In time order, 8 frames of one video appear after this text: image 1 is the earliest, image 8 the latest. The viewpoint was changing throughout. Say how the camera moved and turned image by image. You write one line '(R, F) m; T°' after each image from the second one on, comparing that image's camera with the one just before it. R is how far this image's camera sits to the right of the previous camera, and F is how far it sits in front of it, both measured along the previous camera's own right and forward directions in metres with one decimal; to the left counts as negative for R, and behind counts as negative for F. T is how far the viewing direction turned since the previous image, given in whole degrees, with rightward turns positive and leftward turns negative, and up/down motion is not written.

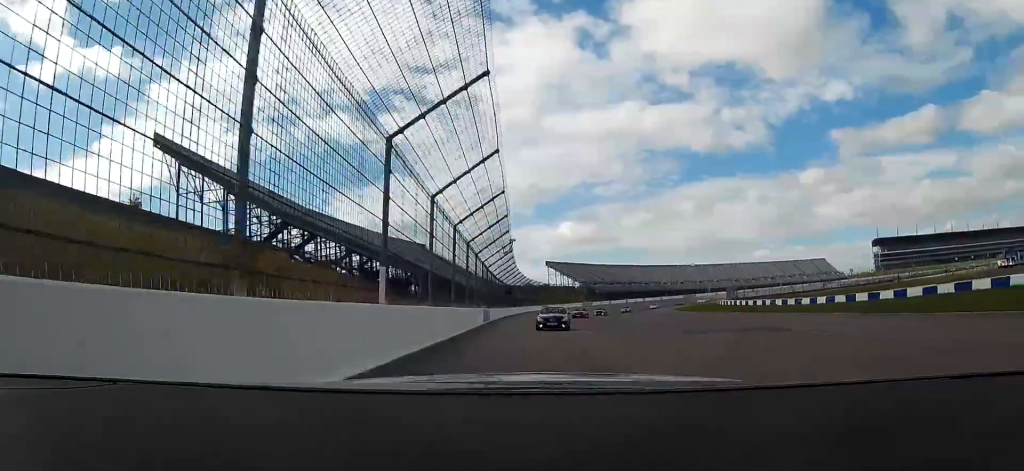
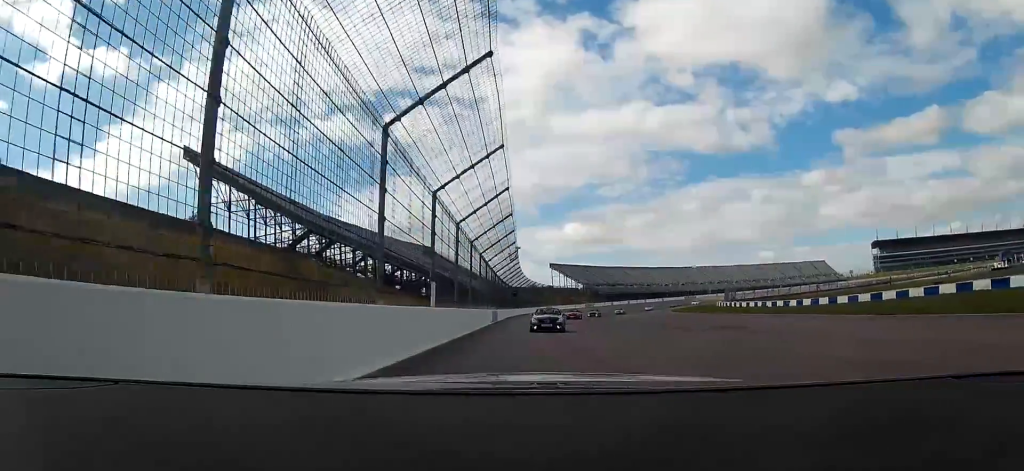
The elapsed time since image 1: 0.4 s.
(+0.1, +6.7) m; +1°
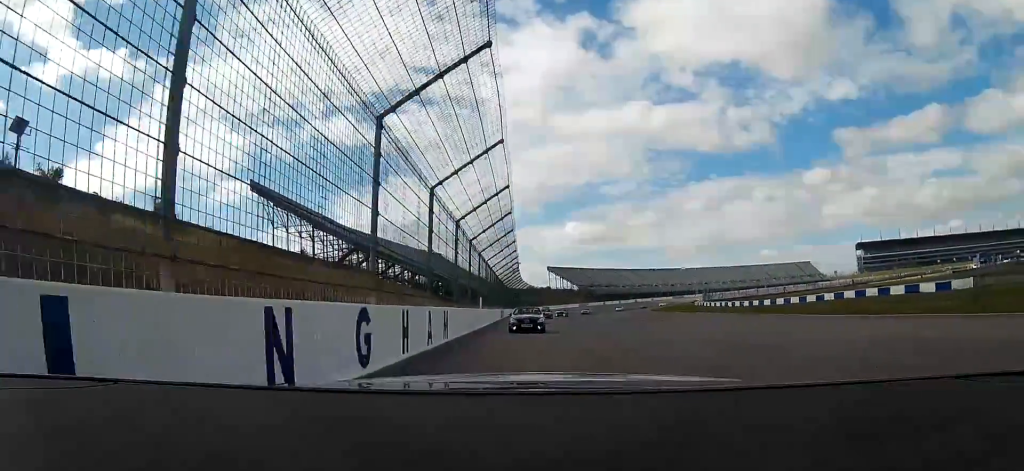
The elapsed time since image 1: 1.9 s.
(-0.3, +22.2) m; -2°
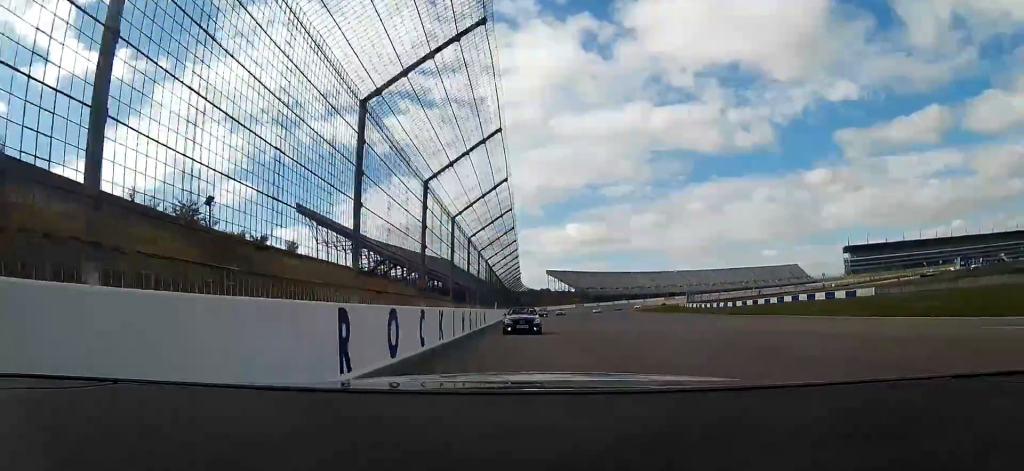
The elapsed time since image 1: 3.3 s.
(-0.3, +21.4) m; -1°
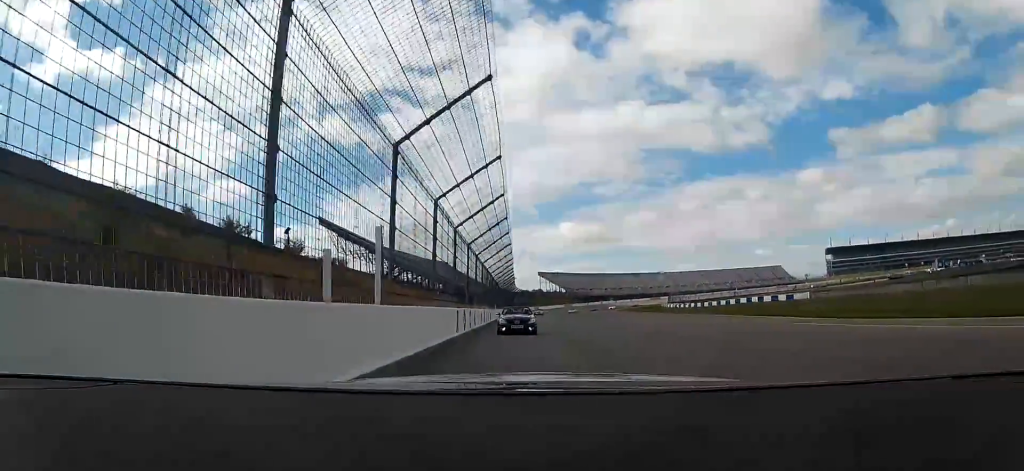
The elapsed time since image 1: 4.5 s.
(+0.1, +18.5) m; +2°
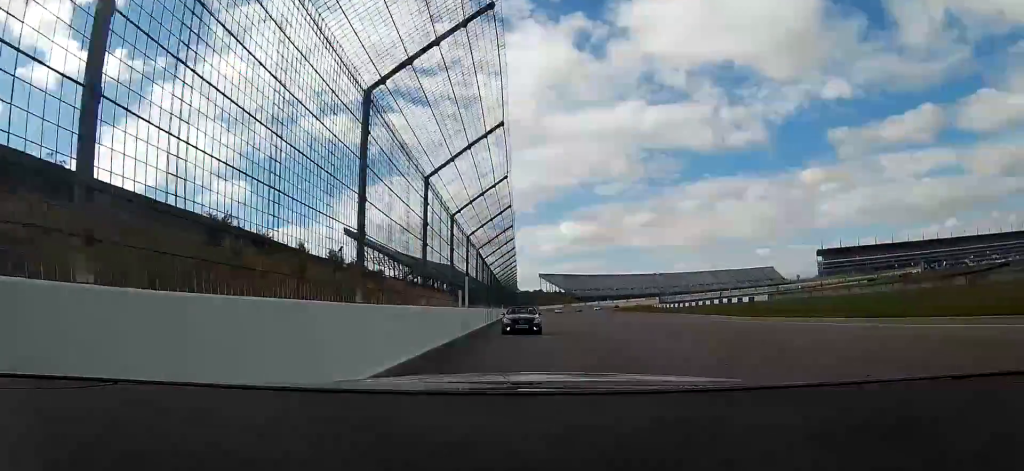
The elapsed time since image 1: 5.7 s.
(+0.4, +18.6) m; 0°
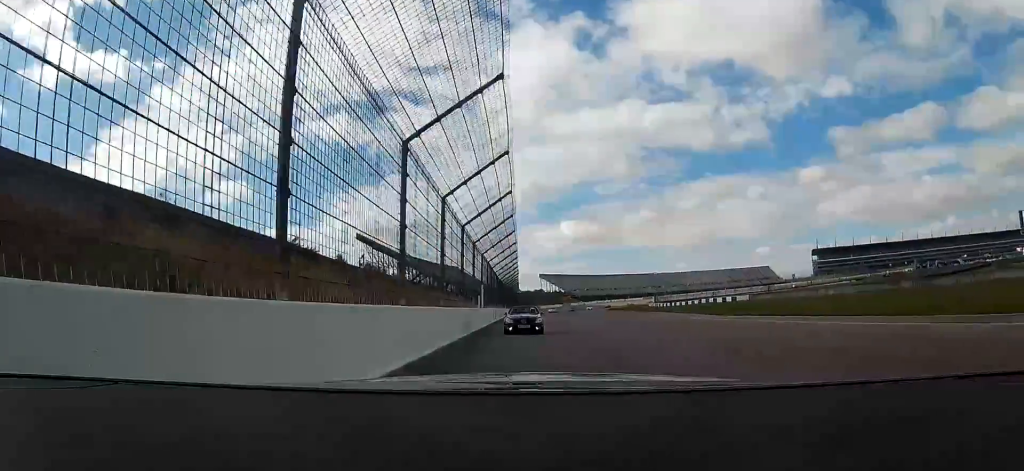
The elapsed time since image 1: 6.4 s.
(-0.1, +10.9) m; -2°
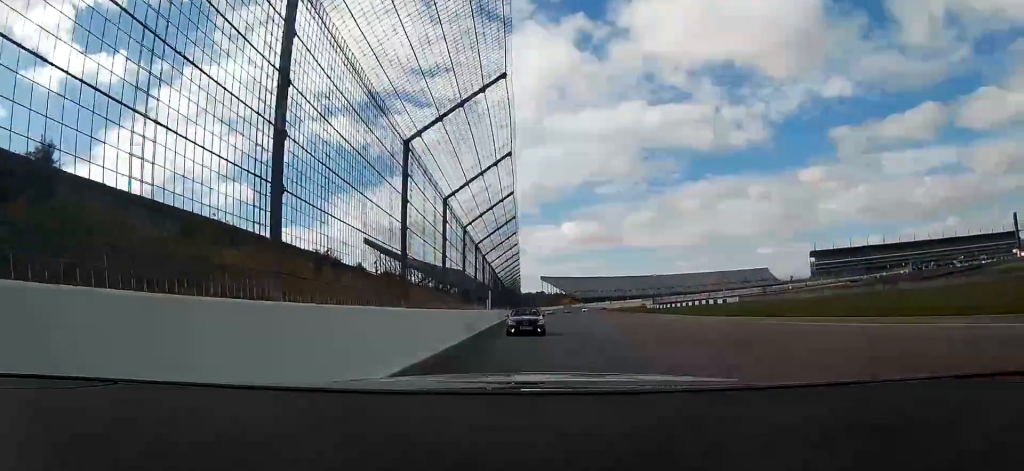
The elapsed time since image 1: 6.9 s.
(-0.2, +7.3) m; -1°
